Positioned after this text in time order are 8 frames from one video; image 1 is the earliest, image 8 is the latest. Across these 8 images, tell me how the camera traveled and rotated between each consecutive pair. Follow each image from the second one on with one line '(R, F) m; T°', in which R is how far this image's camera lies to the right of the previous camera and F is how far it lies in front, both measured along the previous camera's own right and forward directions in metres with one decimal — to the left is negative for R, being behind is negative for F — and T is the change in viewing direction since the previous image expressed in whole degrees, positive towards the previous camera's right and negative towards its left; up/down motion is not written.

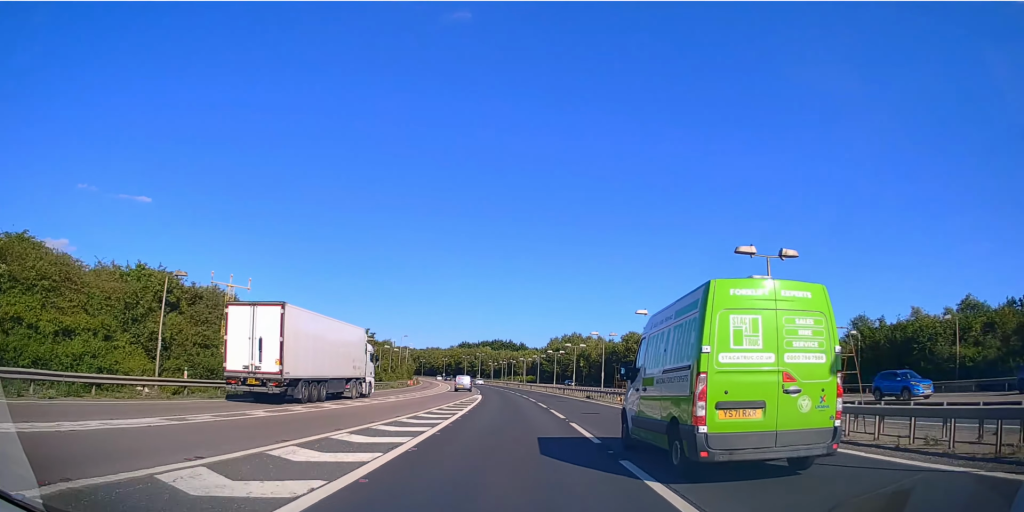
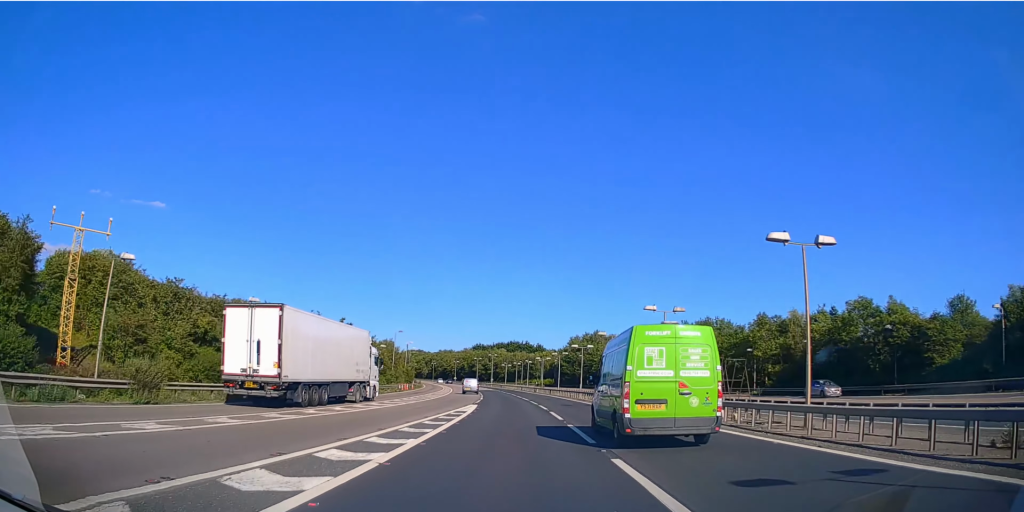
(0.0, +15.4) m; -1°
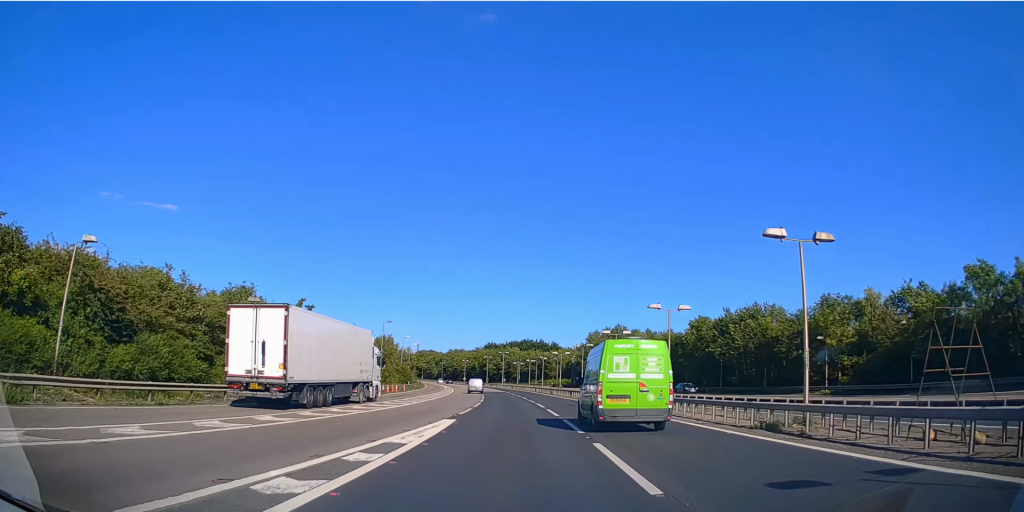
(-0.2, +12.4) m; -1°
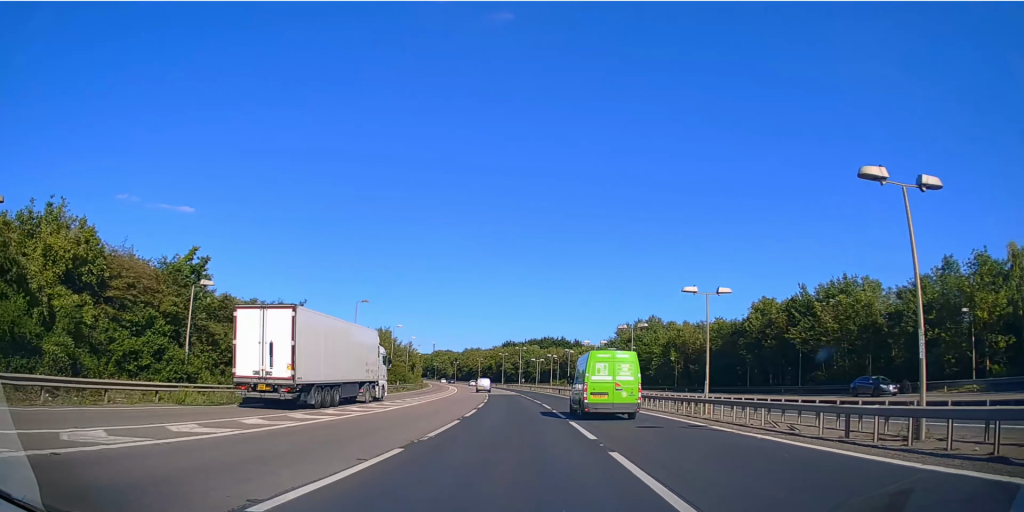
(-0.3, +16.0) m; -2°
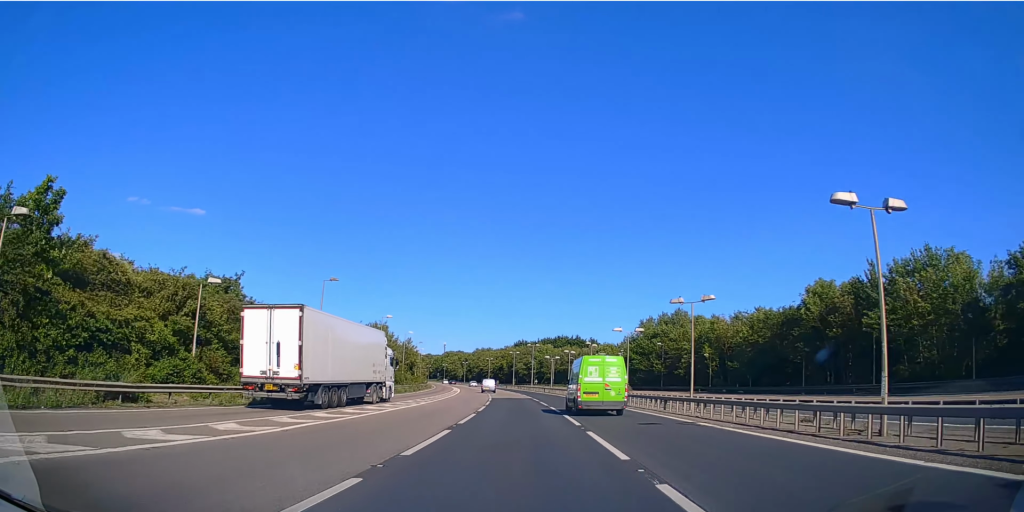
(-0.1, +11.0) m; -1°
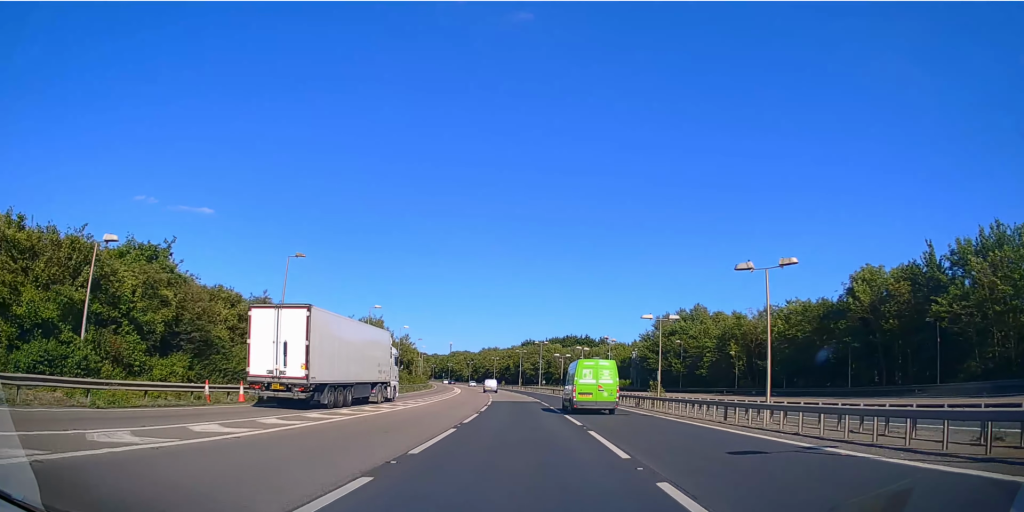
(-0.1, +7.6) m; 0°
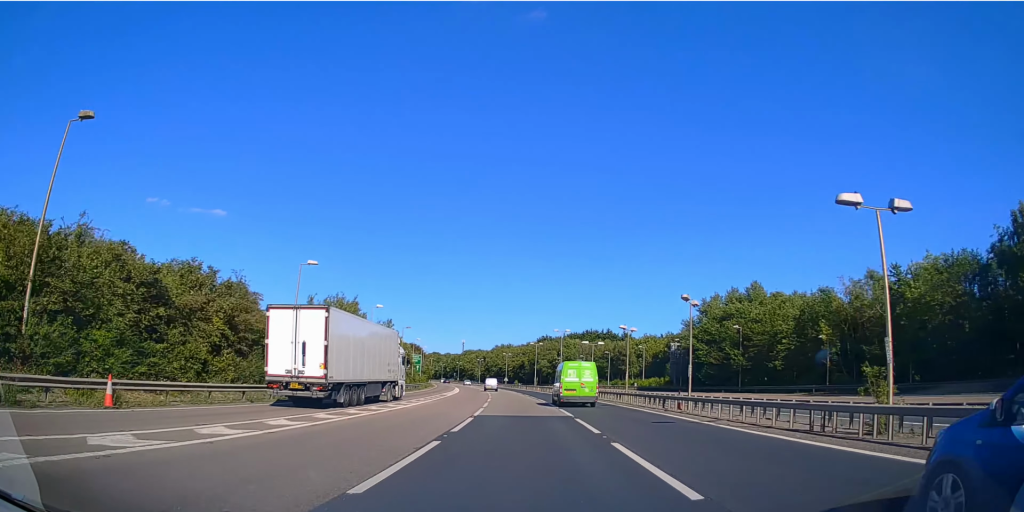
(0.0, +19.7) m; -2°
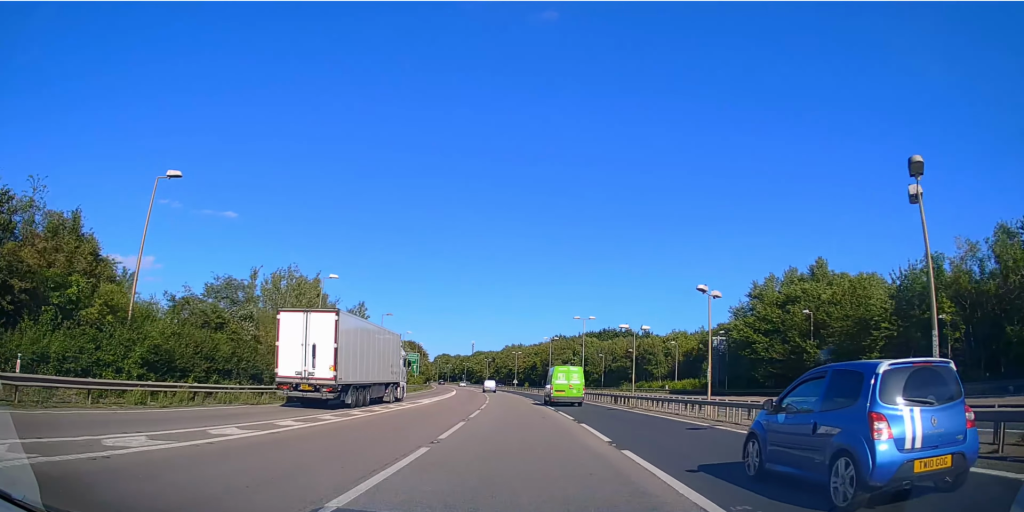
(-0.5, +17.0) m; -1°
